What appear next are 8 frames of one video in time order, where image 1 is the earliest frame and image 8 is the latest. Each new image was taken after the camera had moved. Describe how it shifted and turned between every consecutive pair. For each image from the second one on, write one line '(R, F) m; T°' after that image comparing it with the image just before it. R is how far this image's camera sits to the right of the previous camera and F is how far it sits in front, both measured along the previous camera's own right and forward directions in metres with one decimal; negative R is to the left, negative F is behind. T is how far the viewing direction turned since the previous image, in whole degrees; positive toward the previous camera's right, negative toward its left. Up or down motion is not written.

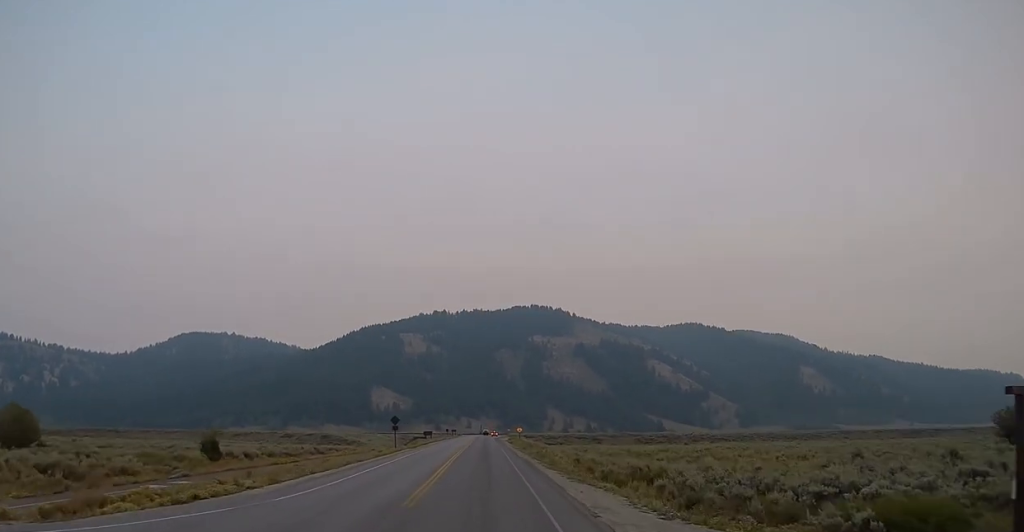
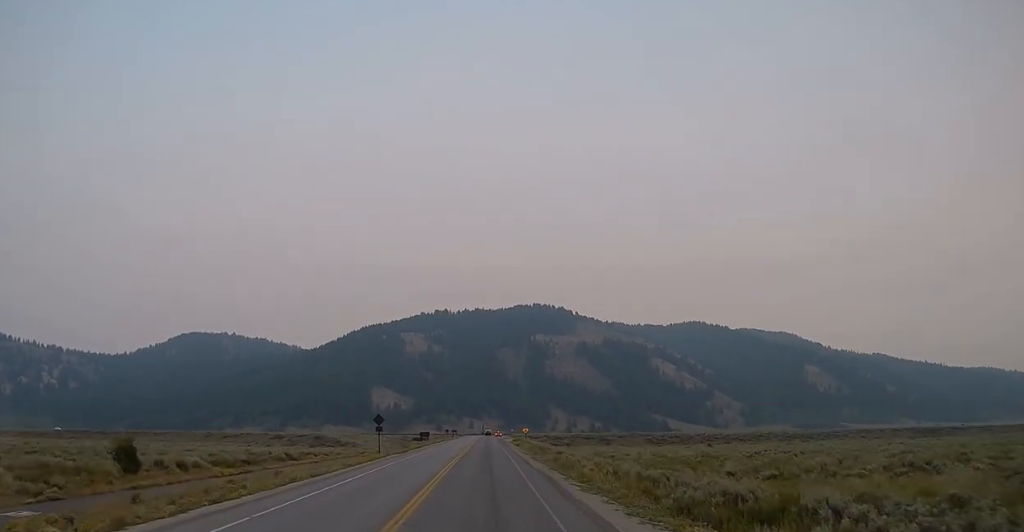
(-0.1, +12.2) m; 0°
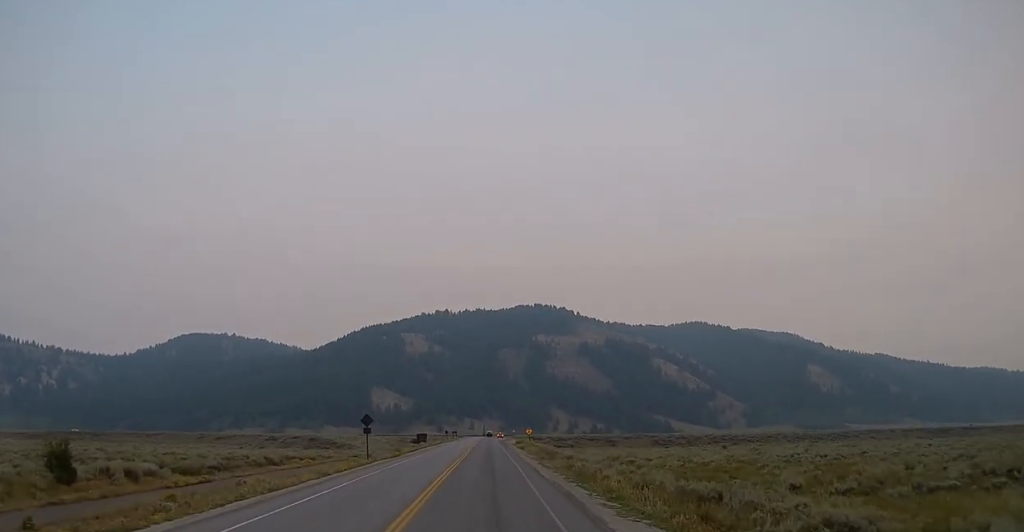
(-0.1, +6.2) m; 0°
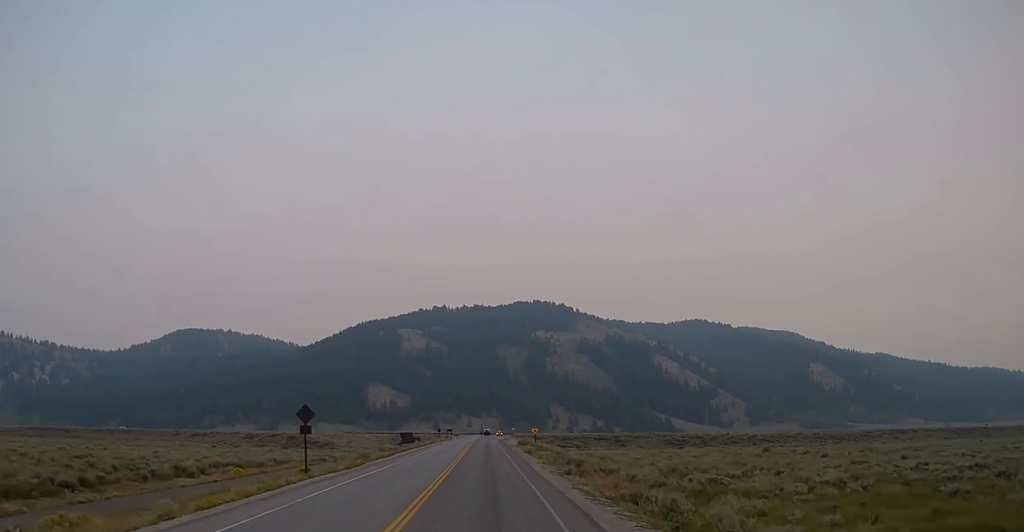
(+0.3, +17.0) m; +1°
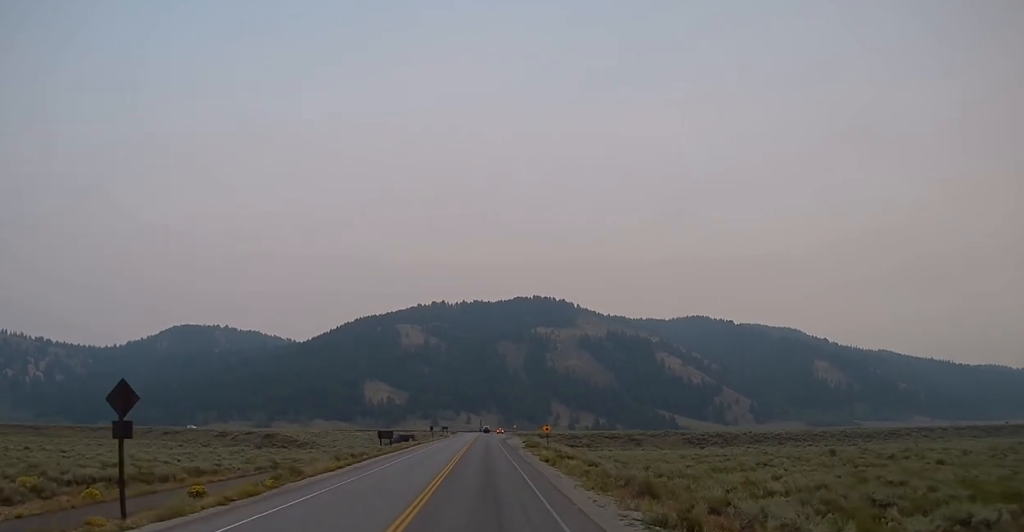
(-0.2, +18.7) m; -1°
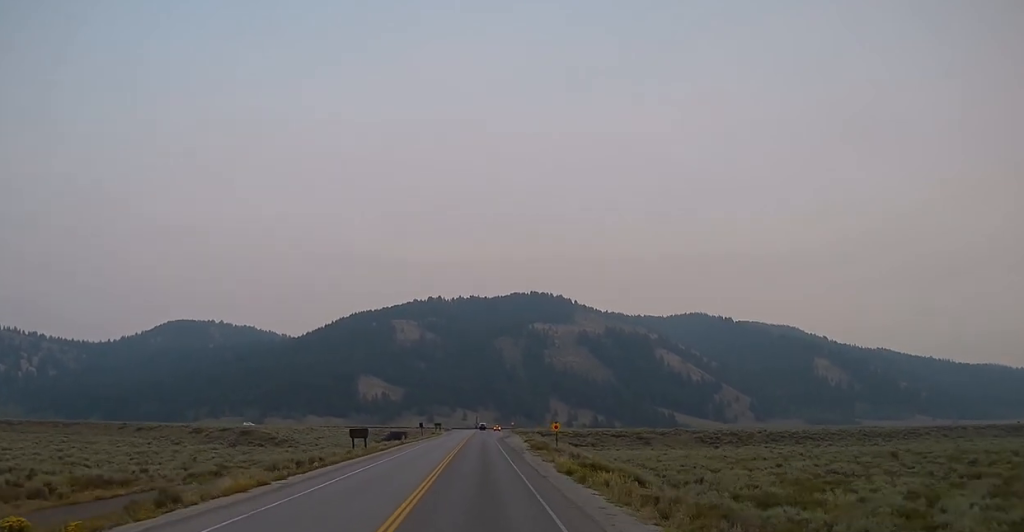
(-0.1, +13.4) m; 0°
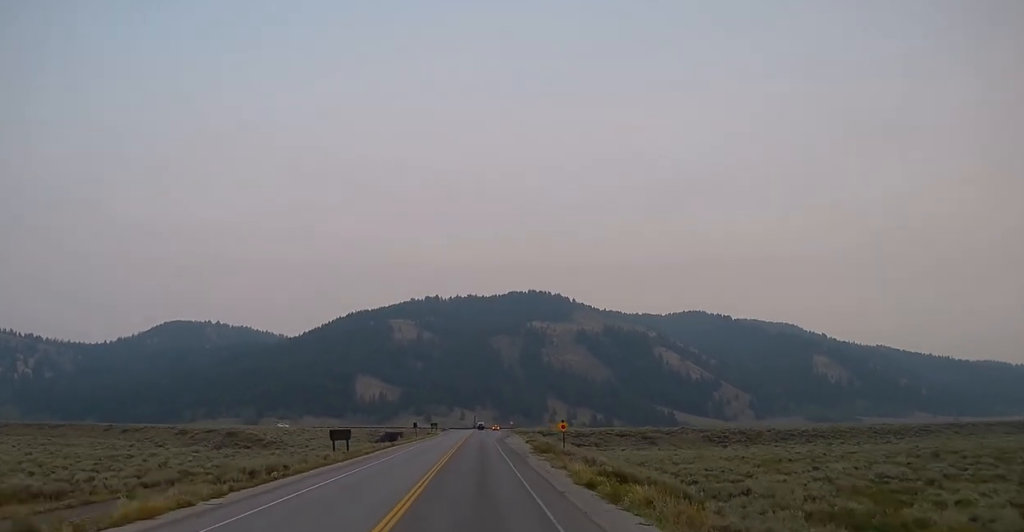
(-0.2, +6.7) m; +1°
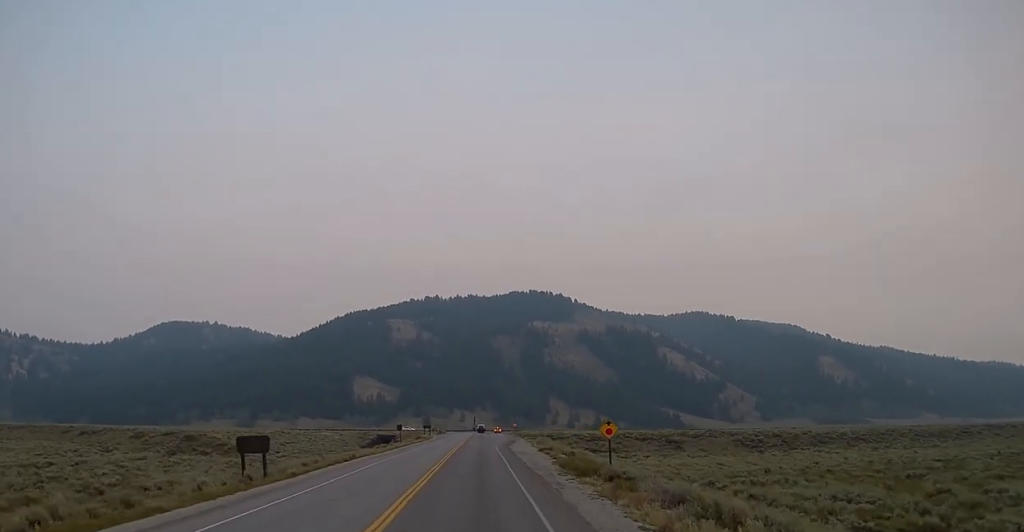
(+0.7, +18.8) m; +2°
